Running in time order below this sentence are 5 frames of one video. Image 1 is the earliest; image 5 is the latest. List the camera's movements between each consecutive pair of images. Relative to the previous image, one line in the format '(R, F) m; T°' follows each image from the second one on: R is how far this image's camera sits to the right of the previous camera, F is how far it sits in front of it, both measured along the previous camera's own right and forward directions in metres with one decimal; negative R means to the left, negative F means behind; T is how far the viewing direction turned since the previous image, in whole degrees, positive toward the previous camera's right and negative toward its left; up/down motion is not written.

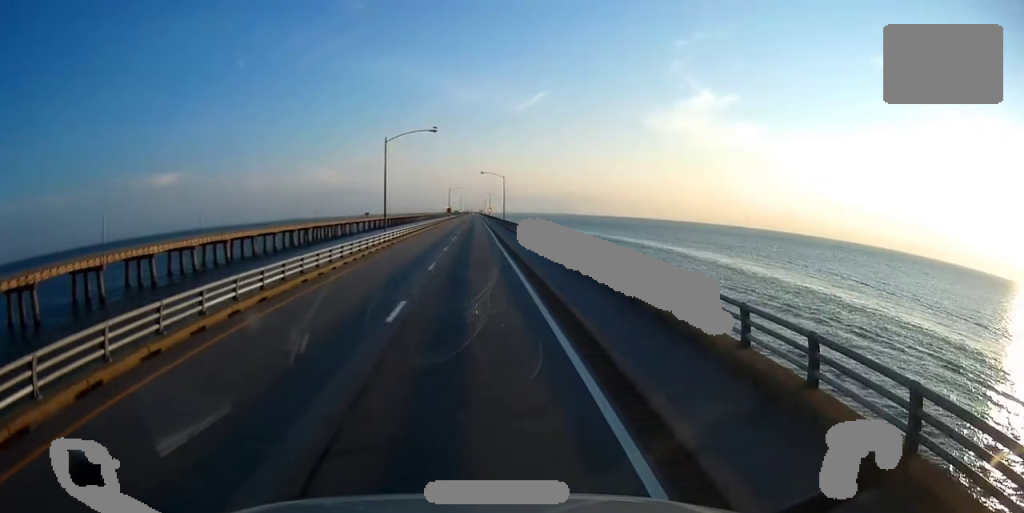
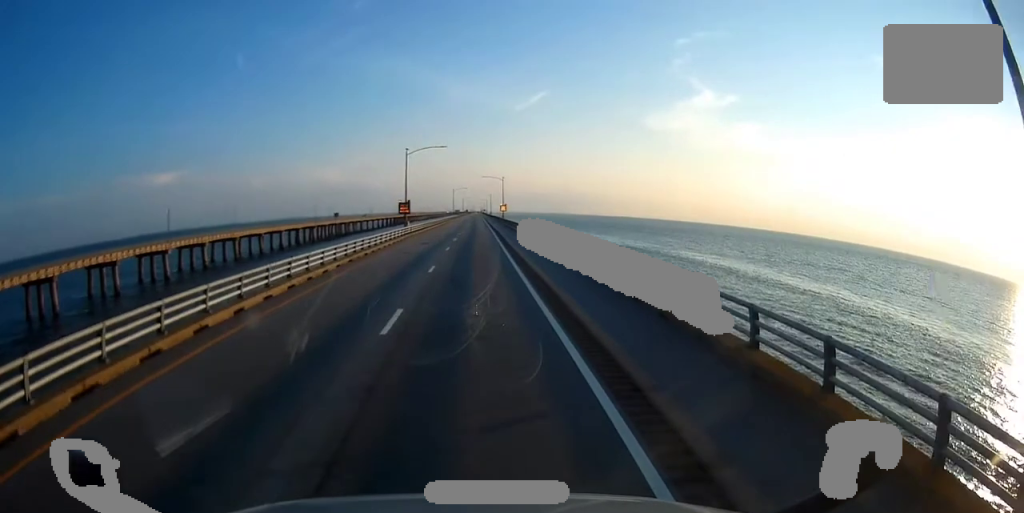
(-1.0, +108.1) m; -1°
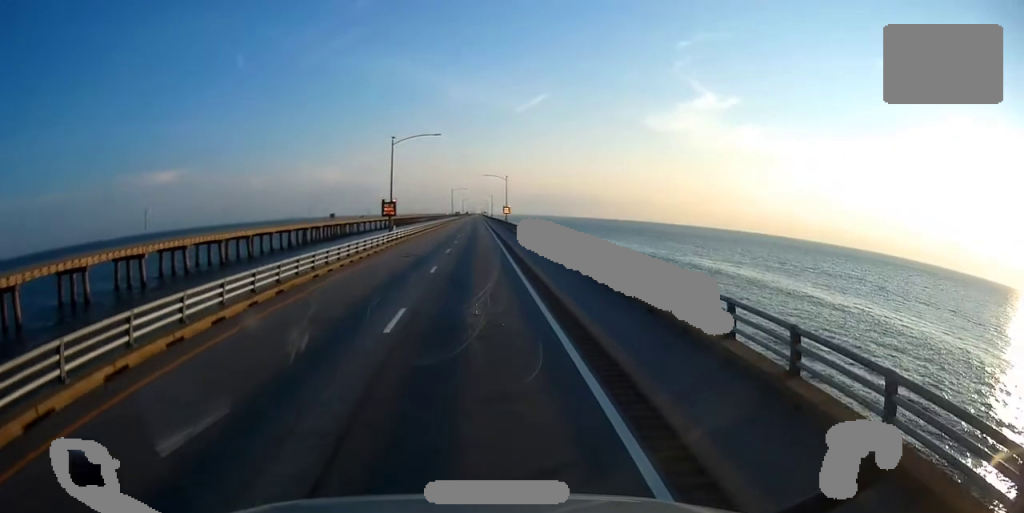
(-0.1, +11.4) m; 0°
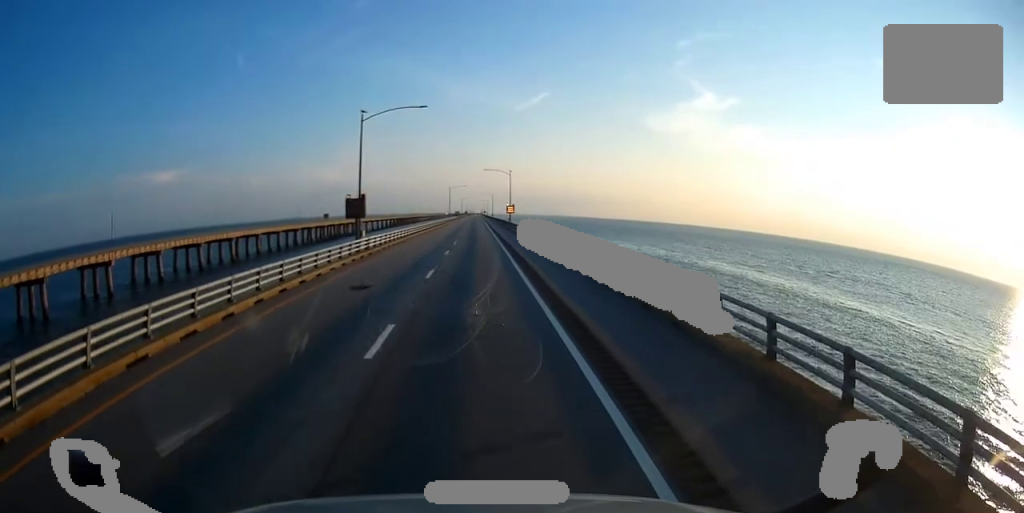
(-0.2, +14.5) m; 0°
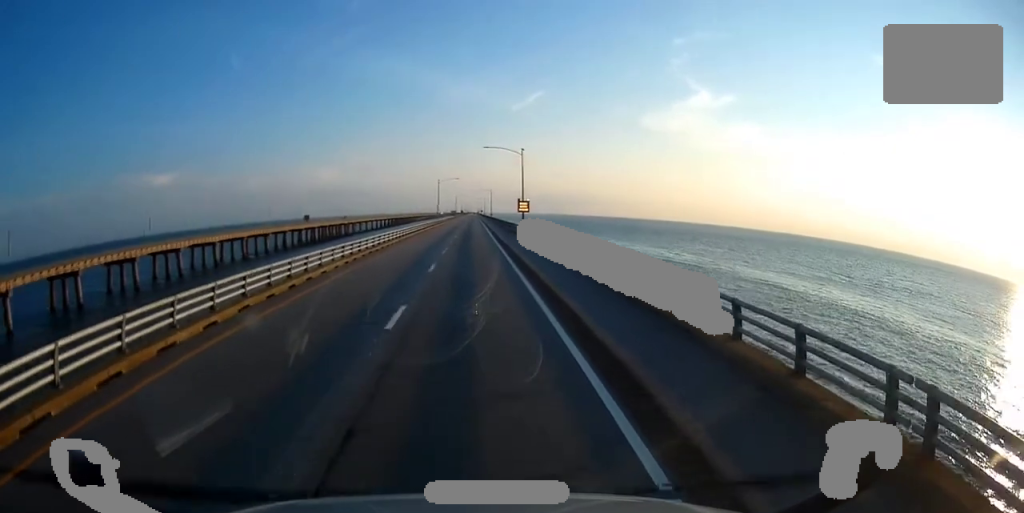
(+0.4, +32.9) m; 0°
